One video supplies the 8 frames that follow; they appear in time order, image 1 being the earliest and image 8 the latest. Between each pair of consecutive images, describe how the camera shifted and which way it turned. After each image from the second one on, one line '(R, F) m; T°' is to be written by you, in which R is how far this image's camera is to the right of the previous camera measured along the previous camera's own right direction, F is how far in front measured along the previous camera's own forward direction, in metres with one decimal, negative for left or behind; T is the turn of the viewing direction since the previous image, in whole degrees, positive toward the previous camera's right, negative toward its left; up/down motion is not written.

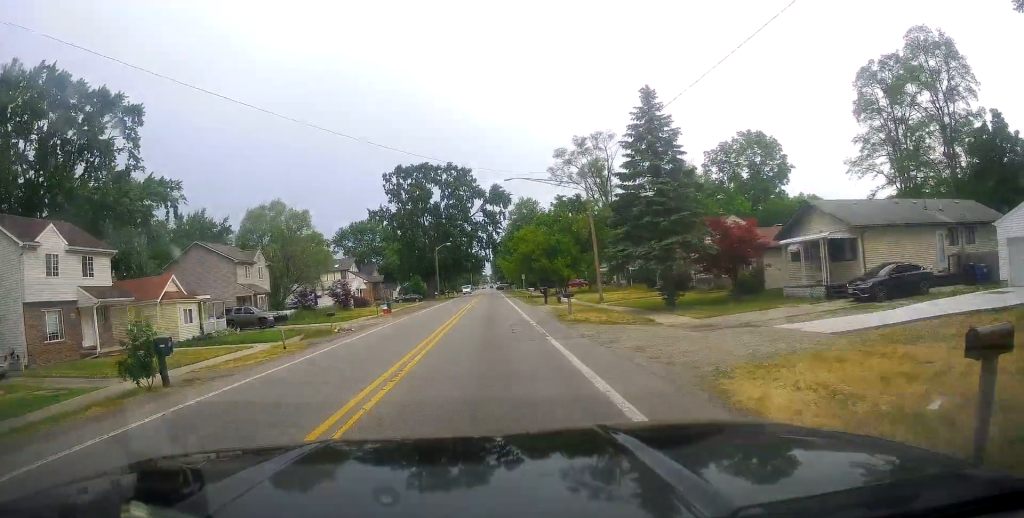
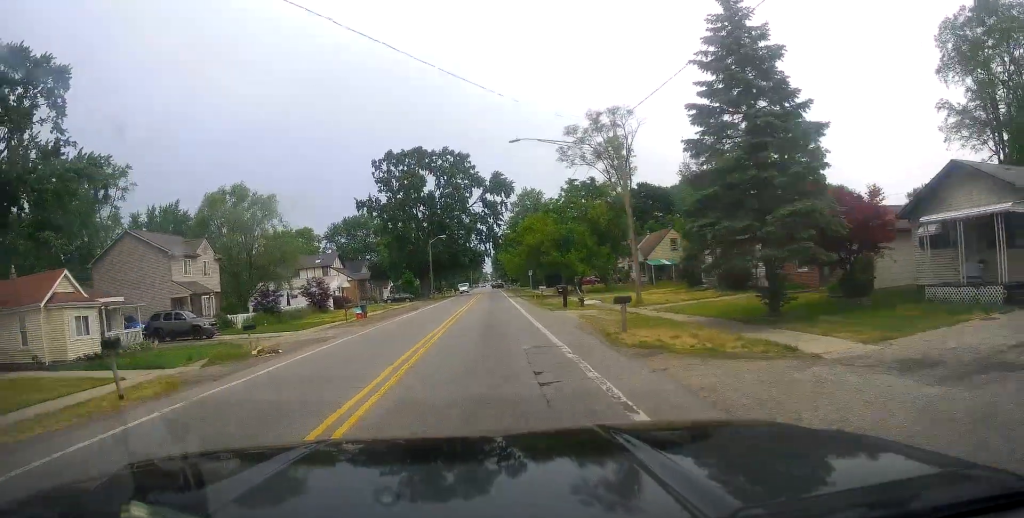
(+0.1, +11.3) m; 0°
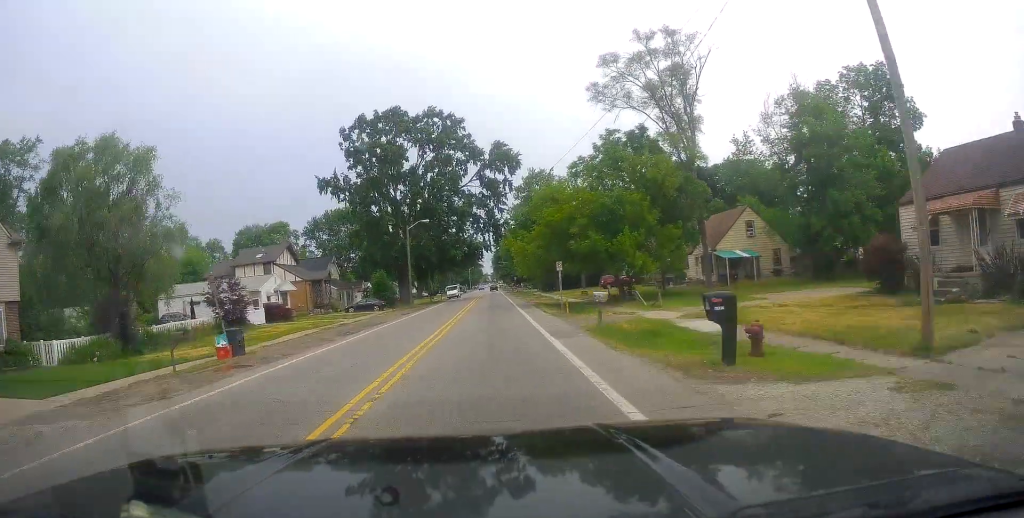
(-0.9, +23.0) m; -2°
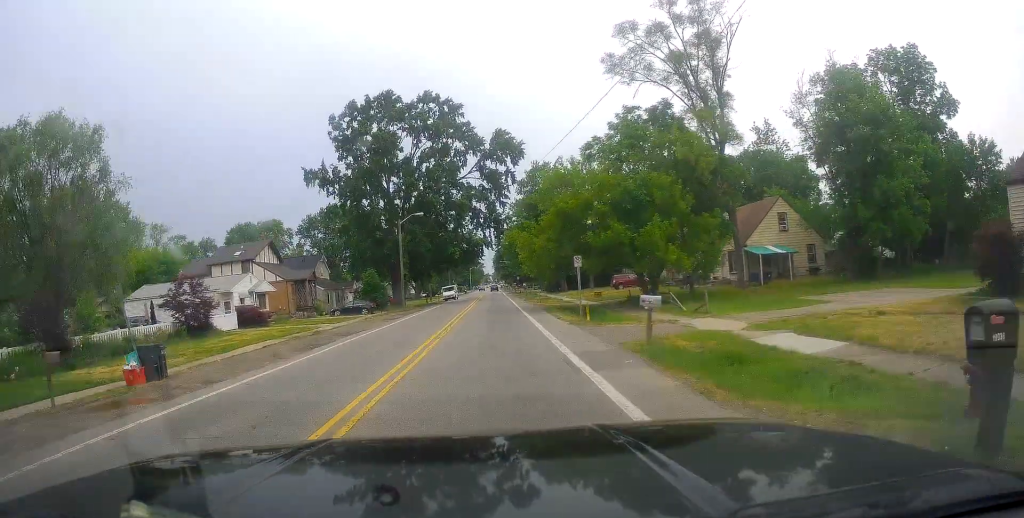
(-0.2, +6.2) m; 0°
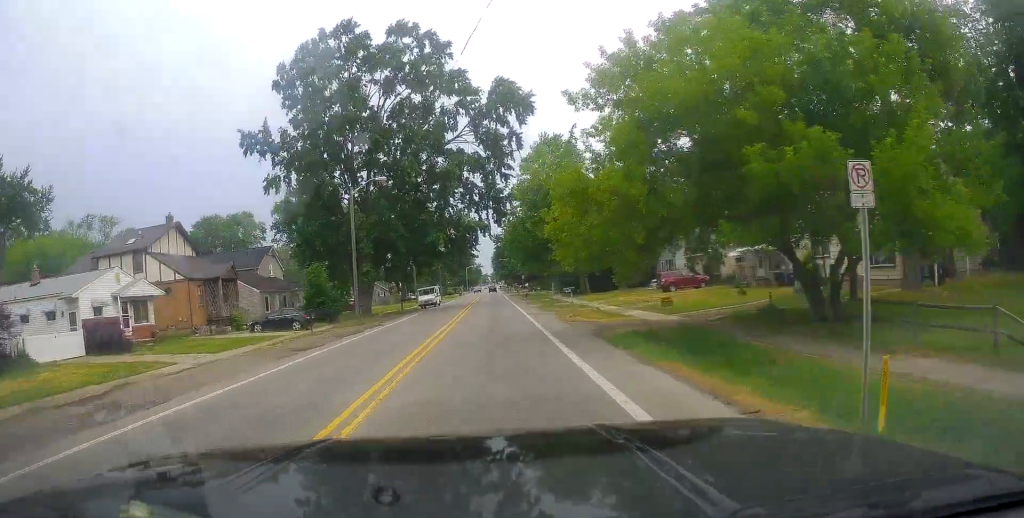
(+0.9, +19.2) m; +2°
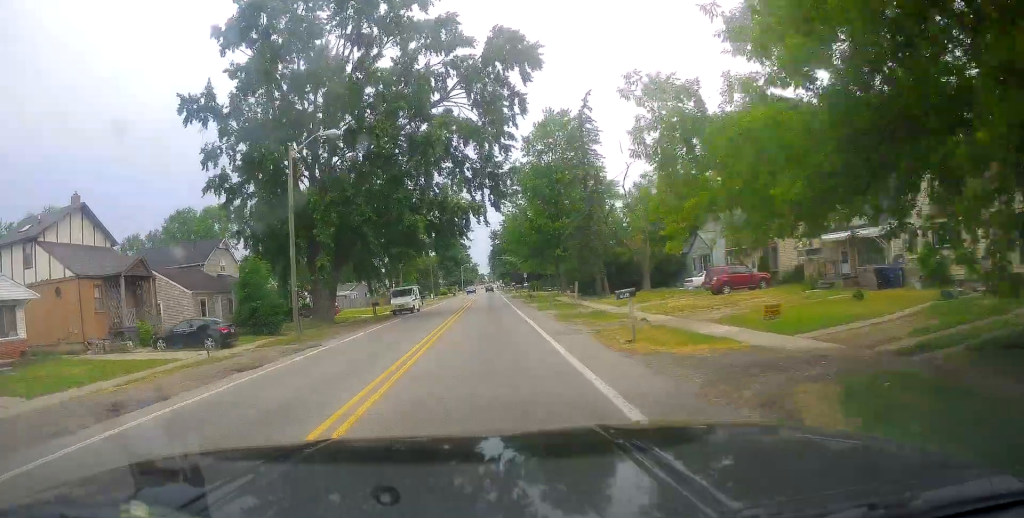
(+0.1, +11.5) m; -2°
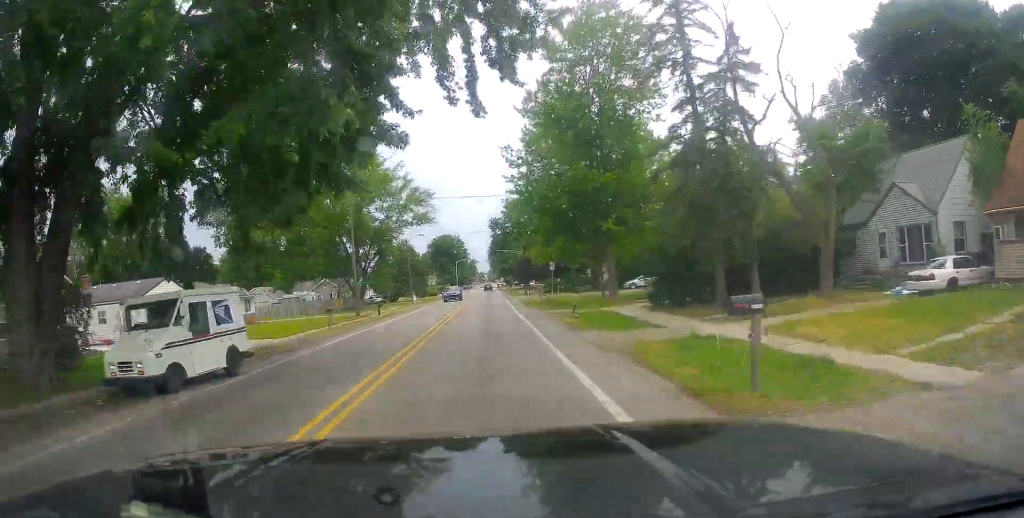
(0.0, +29.2) m; +3°
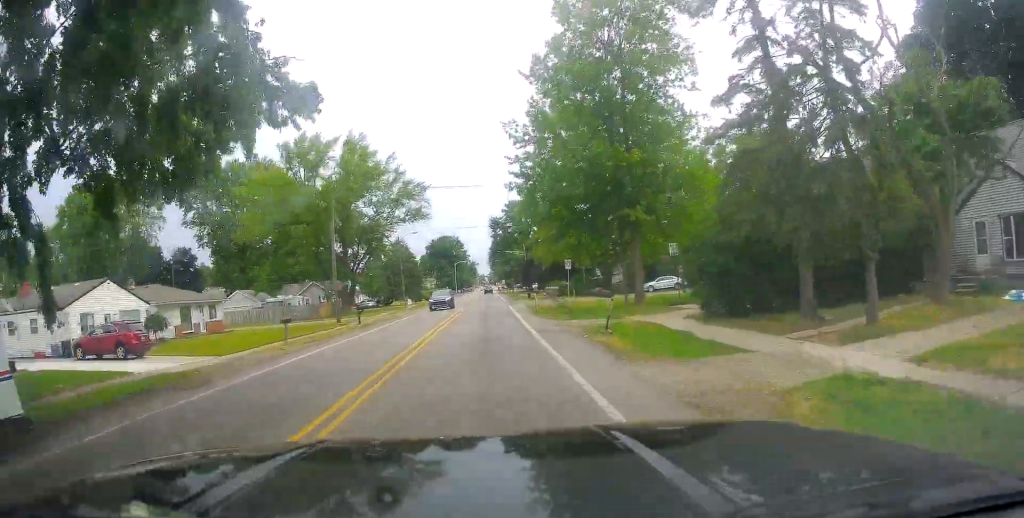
(0.0, +7.4) m; 0°
